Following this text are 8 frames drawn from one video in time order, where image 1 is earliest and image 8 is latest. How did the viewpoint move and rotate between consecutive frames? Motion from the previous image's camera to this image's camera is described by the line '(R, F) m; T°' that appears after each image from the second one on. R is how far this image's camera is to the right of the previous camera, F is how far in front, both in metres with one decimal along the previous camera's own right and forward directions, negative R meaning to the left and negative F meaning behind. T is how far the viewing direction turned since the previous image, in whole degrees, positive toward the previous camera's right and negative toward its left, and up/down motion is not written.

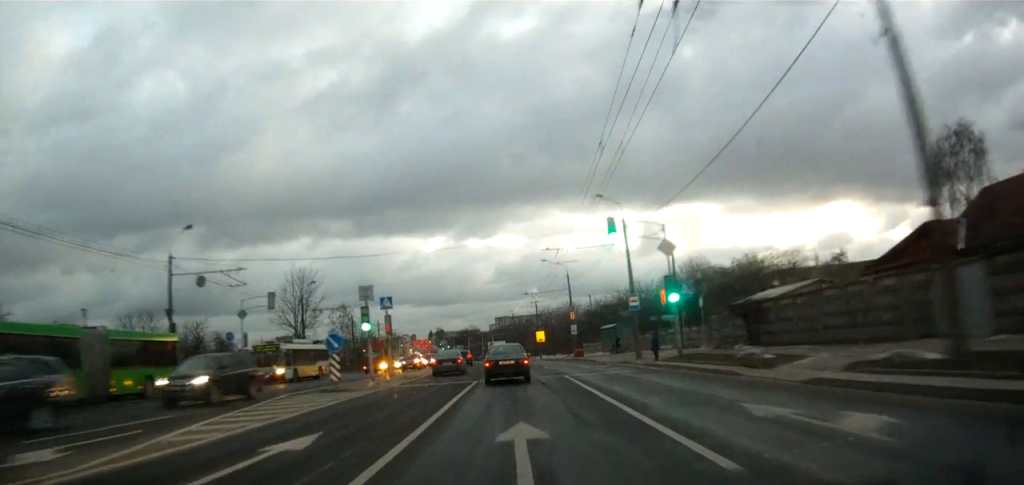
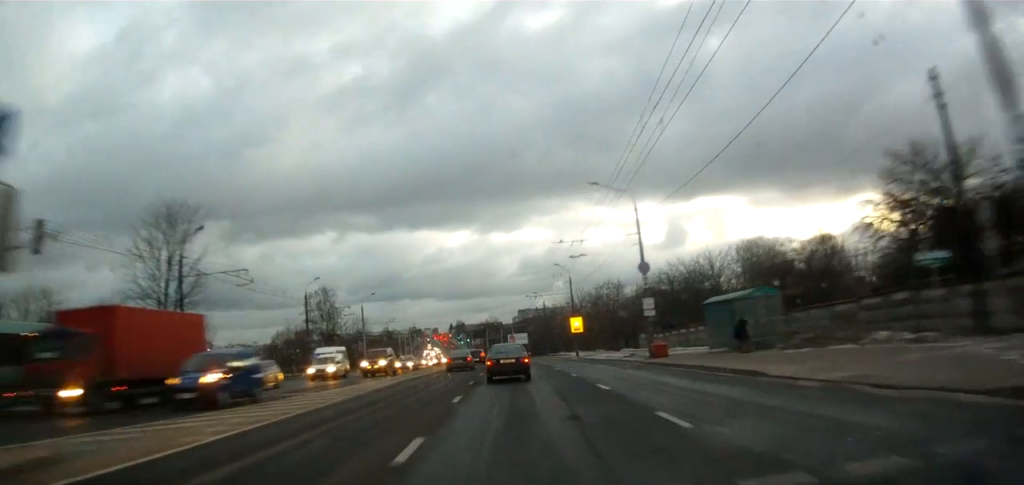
(-0.2, +28.4) m; 0°
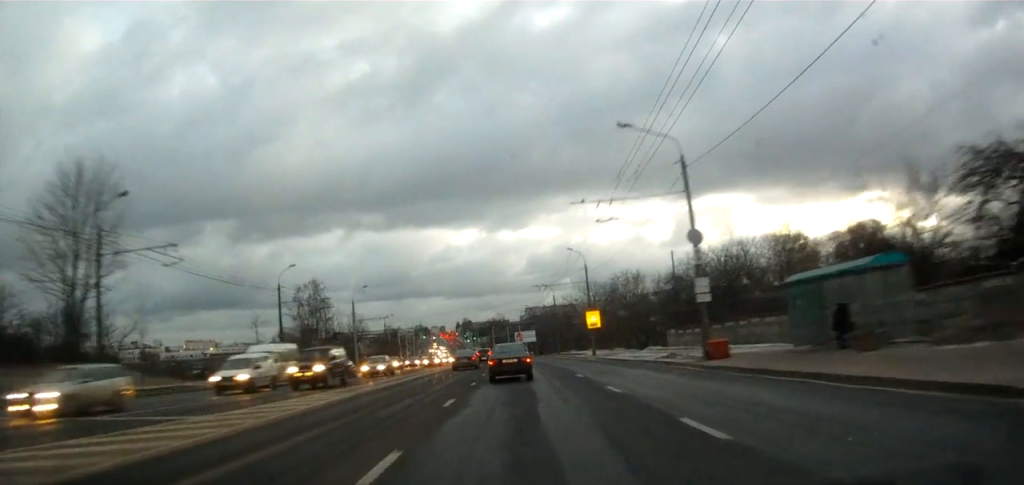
(+0.1, +9.3) m; 0°
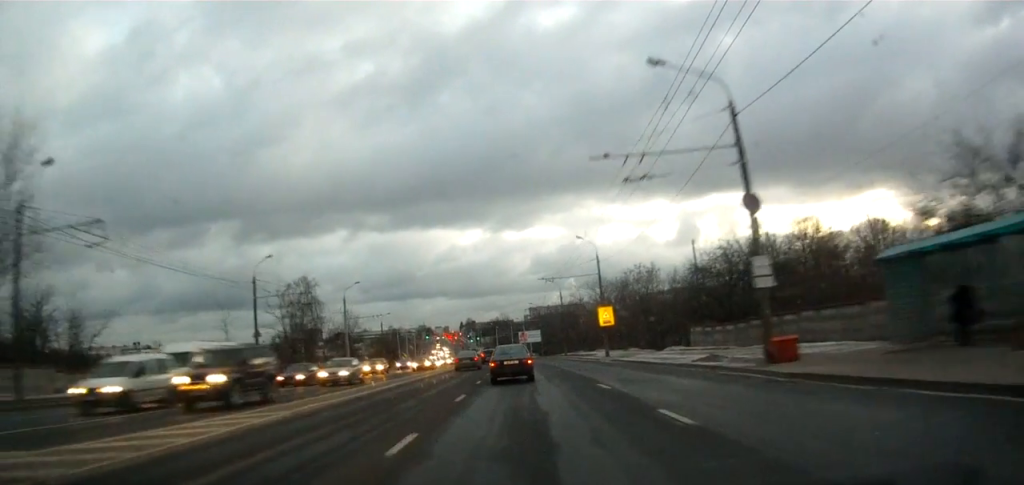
(-0.1, +6.4) m; -1°
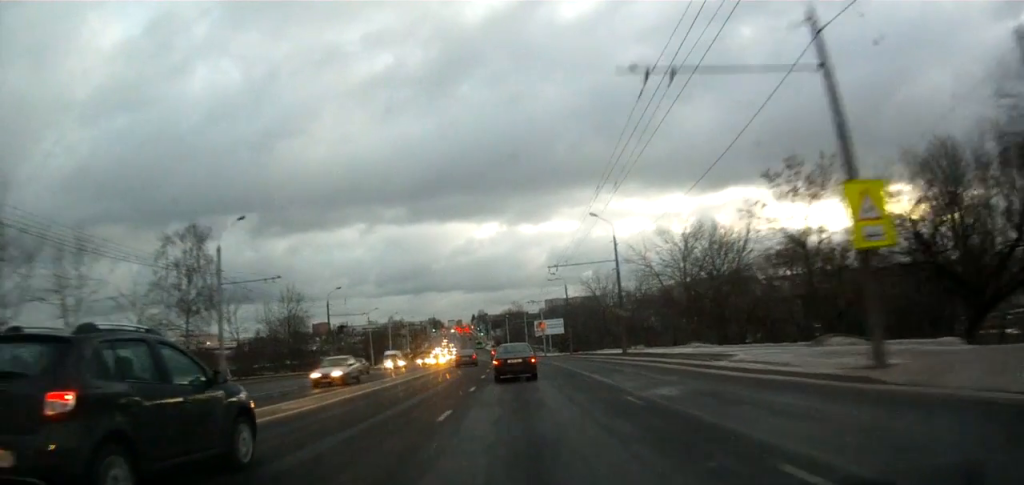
(-1.5, +38.9) m; -2°
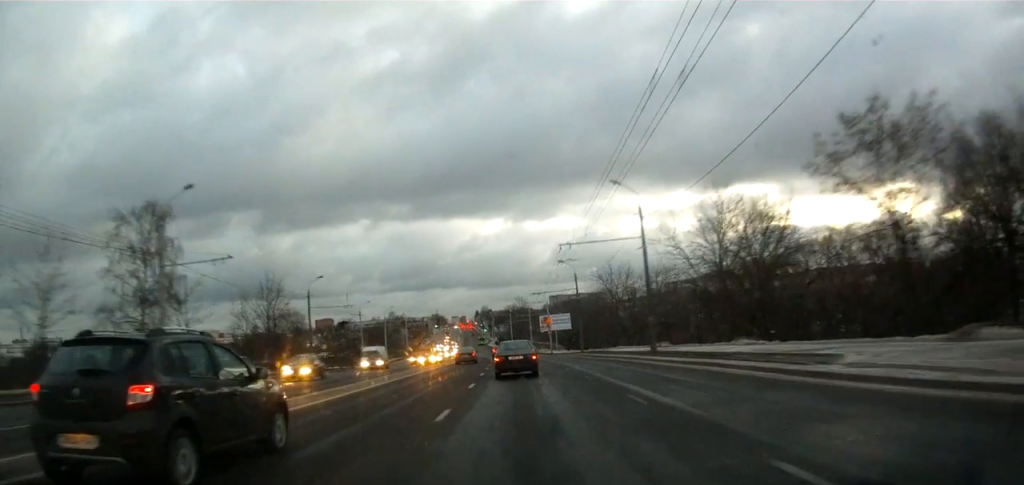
(+0.3, +7.9) m; 0°
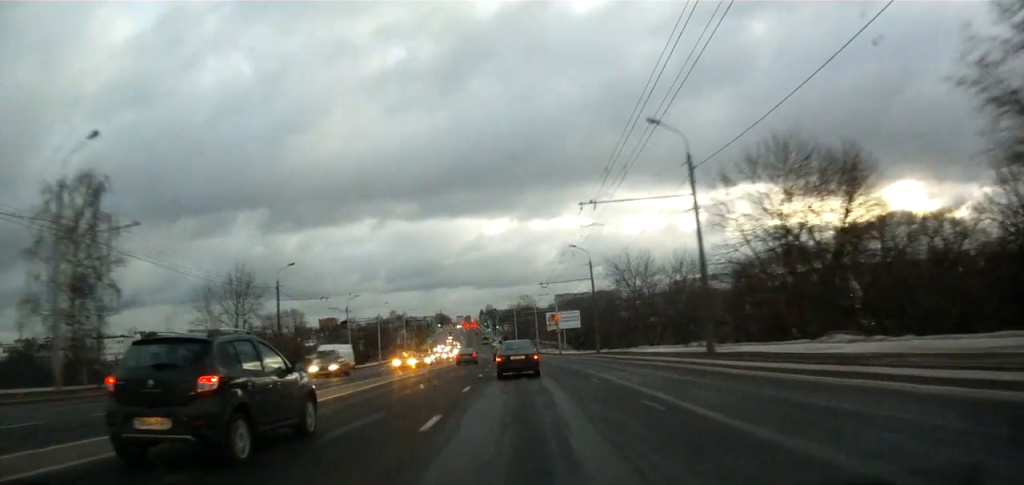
(+0.2, +9.9) m; 0°
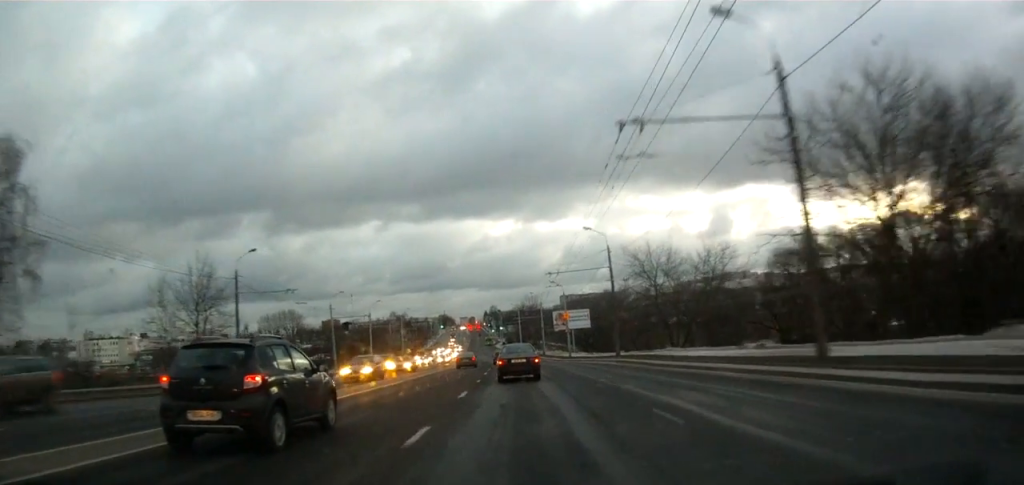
(-0.3, +9.3) m; -1°
